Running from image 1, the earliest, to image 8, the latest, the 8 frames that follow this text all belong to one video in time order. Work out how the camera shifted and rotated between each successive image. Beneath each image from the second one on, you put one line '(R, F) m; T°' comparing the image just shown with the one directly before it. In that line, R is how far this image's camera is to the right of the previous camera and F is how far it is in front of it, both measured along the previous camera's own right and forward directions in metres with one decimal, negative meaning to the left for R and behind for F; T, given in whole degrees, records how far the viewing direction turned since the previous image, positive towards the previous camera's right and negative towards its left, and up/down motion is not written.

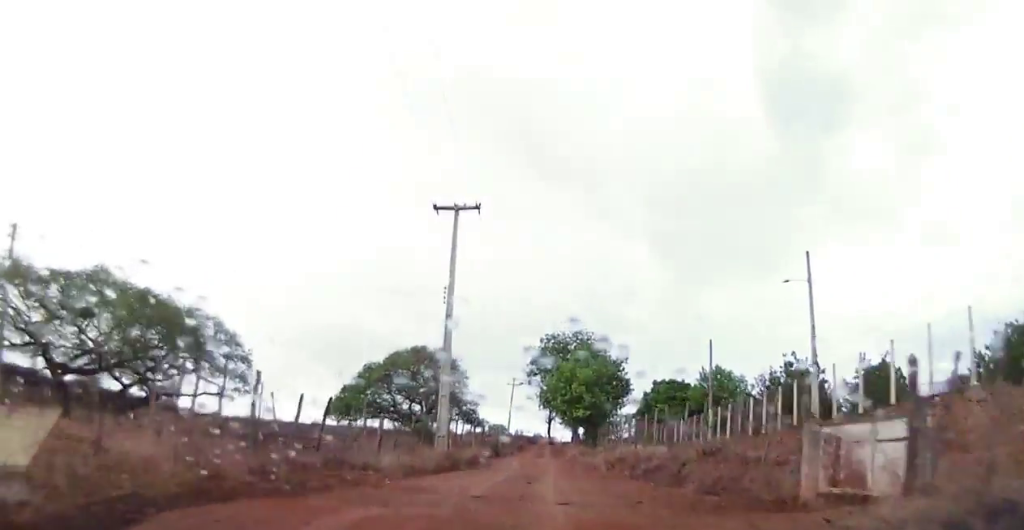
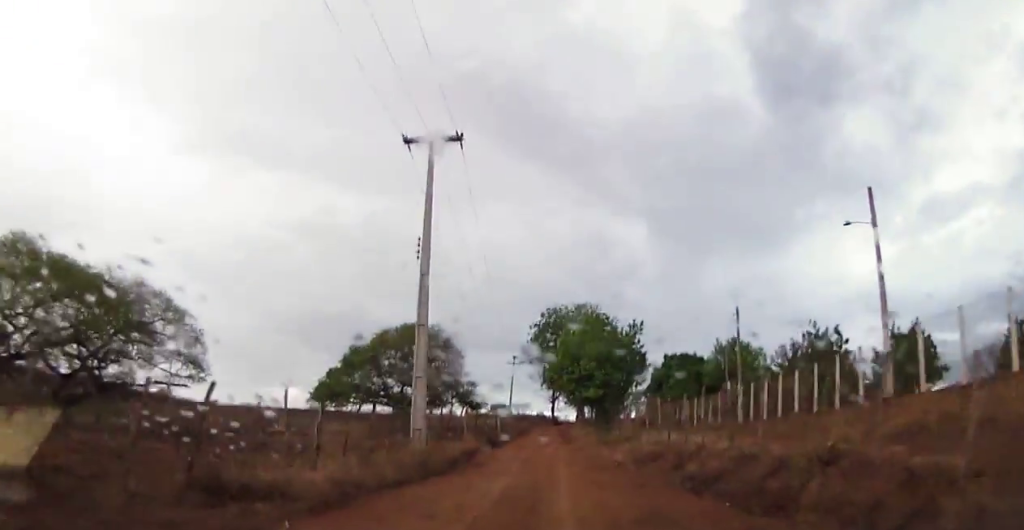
(+0.4, +6.4) m; 0°
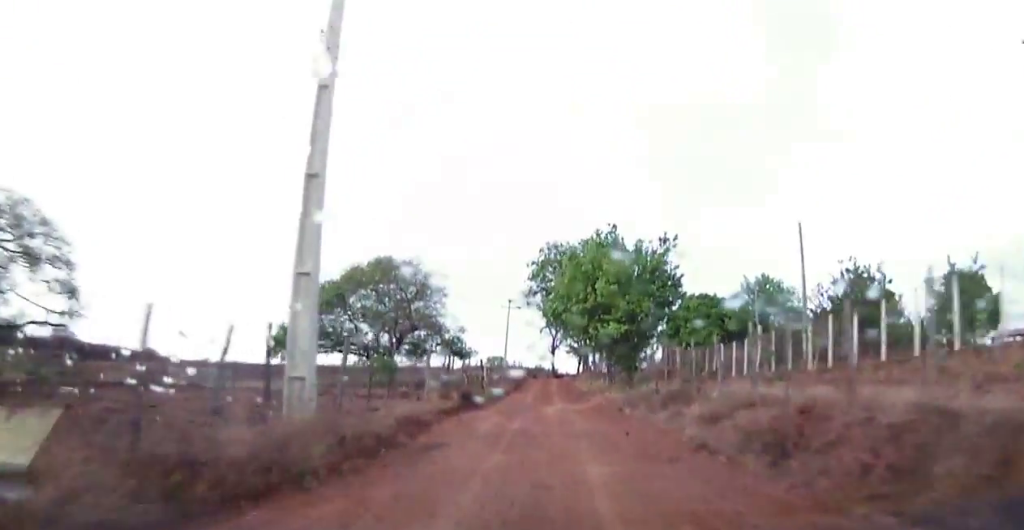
(-0.3, +10.7) m; +1°
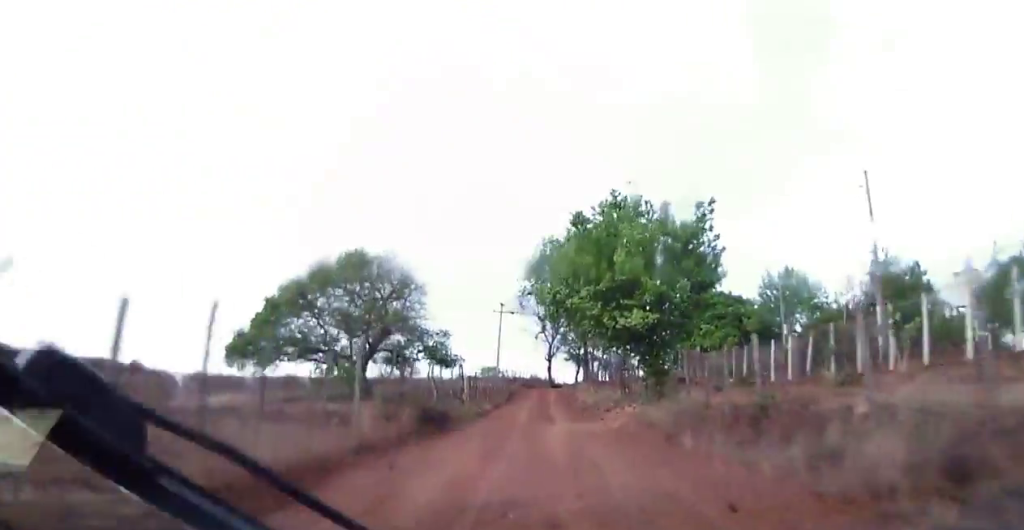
(+0.2, +7.2) m; +1°
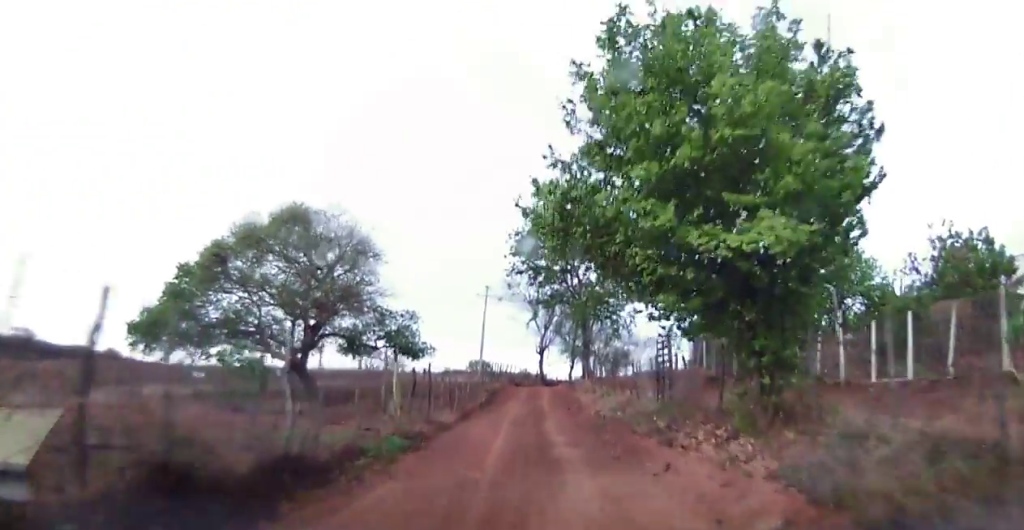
(-0.1, +10.3) m; 0°
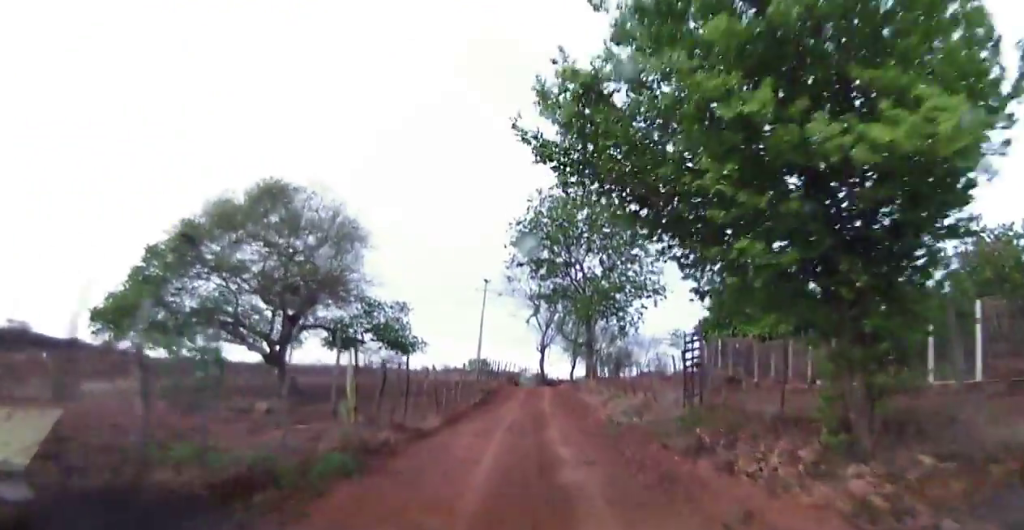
(0.0, +3.2) m; 0°
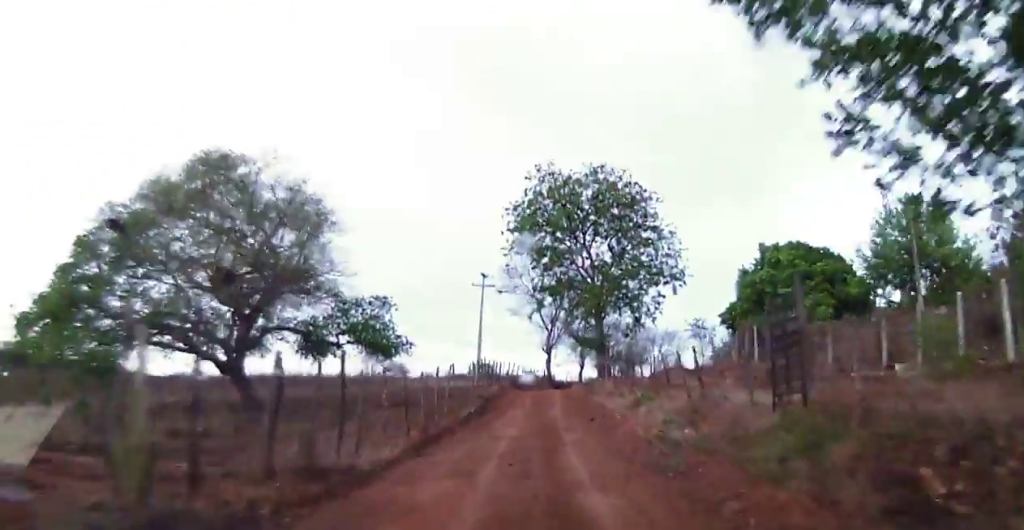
(0.0, +5.2) m; 0°
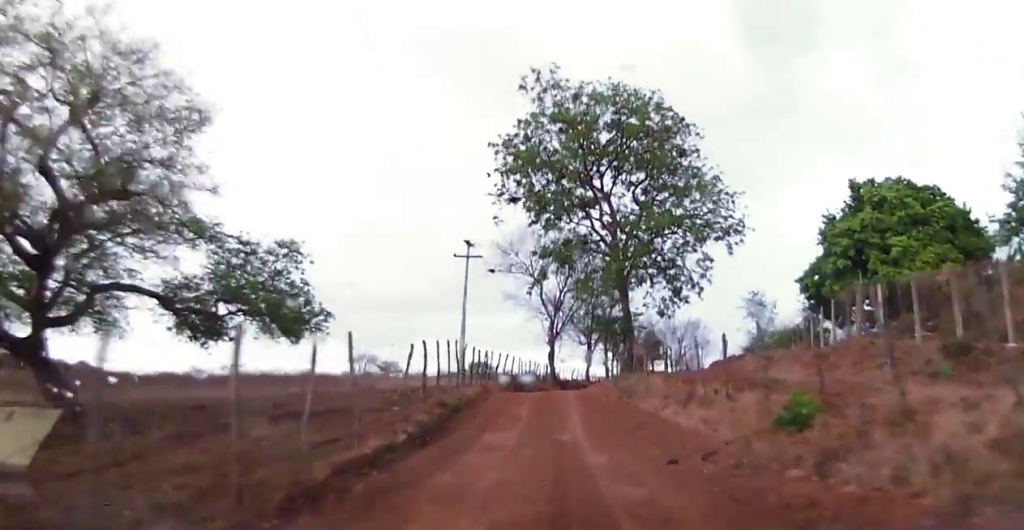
(0.0, +11.1) m; +1°
